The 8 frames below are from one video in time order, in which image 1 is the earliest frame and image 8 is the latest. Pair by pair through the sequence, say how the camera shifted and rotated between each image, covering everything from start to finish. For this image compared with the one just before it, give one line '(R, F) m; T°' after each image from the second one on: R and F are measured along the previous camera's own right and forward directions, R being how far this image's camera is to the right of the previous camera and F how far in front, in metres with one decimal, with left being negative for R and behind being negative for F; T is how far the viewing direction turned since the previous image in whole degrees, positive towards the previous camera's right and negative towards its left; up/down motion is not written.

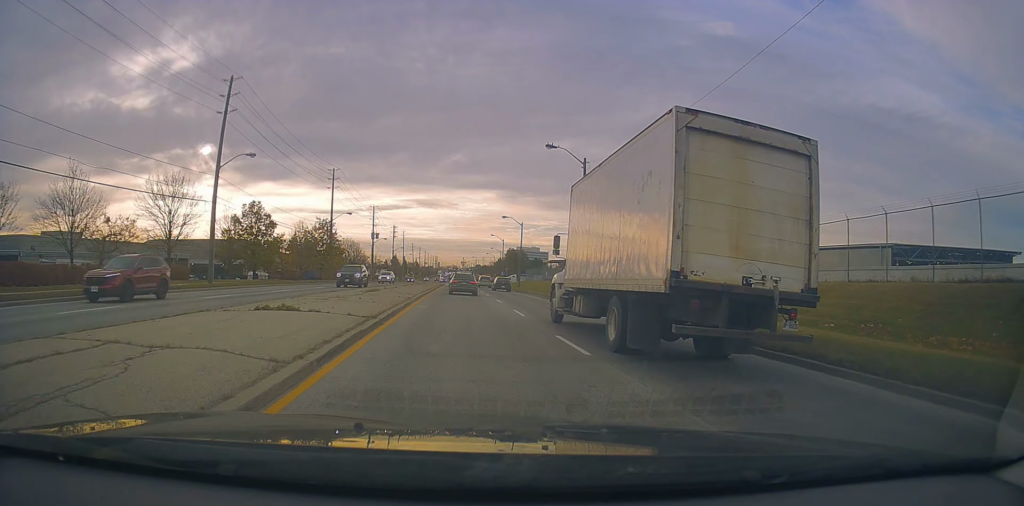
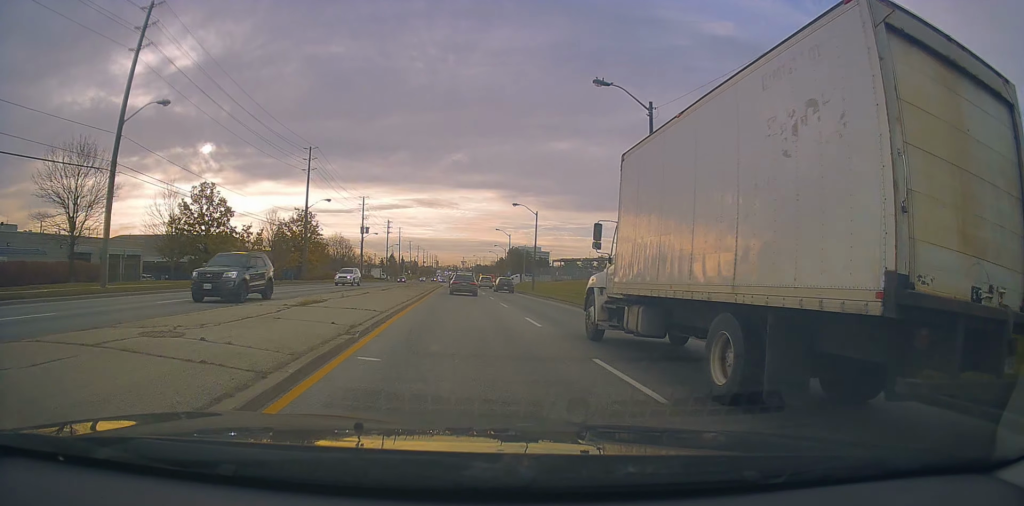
(-0.4, +13.0) m; -1°
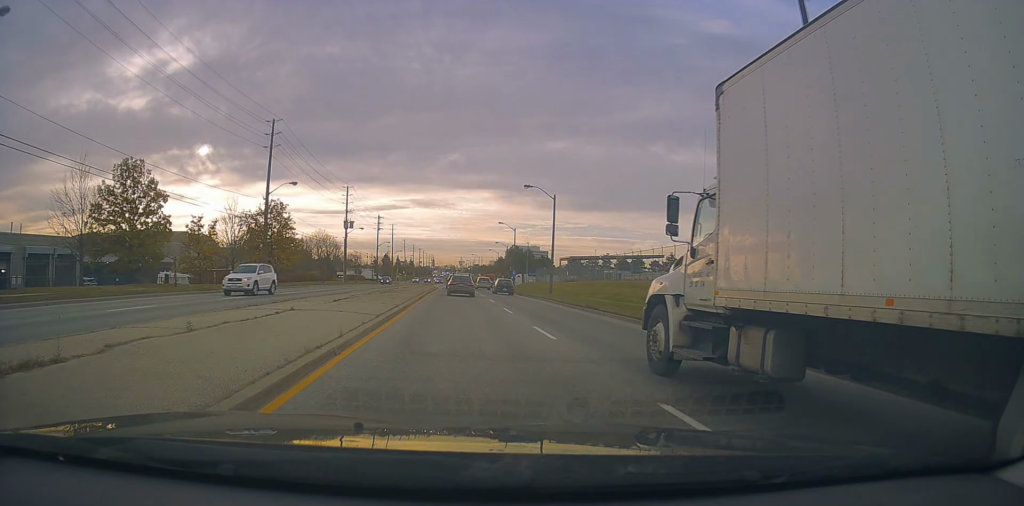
(0.0, +11.8) m; +1°
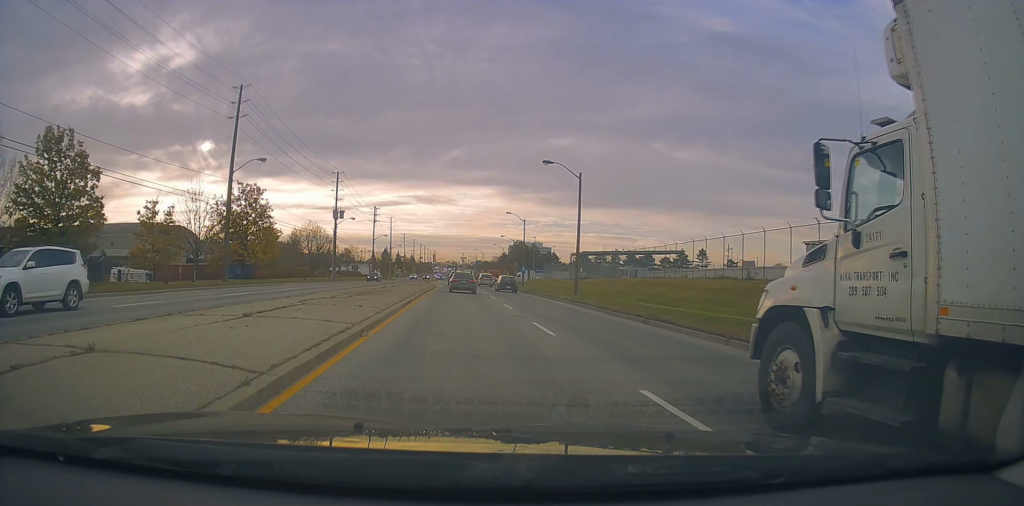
(-0.2, +8.8) m; +2°
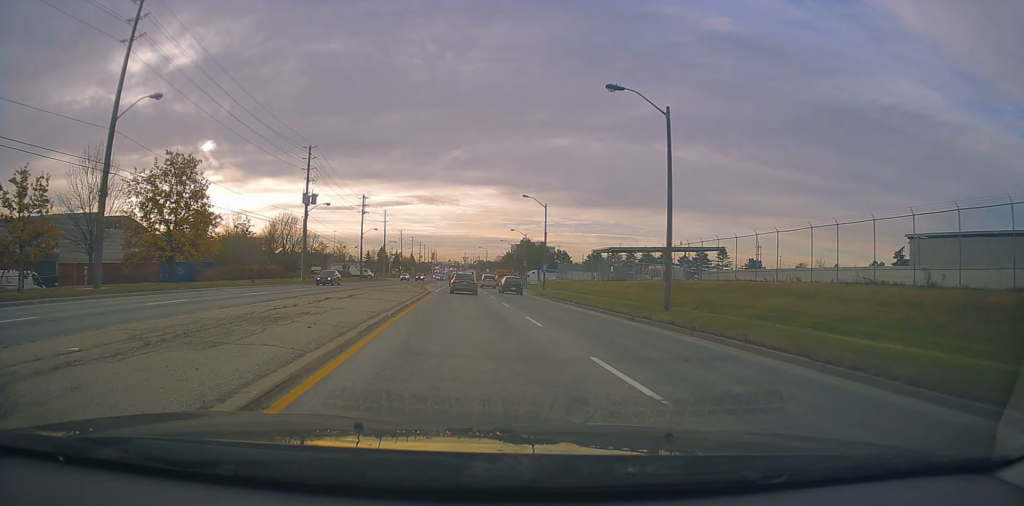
(+1.0, +16.5) m; 0°
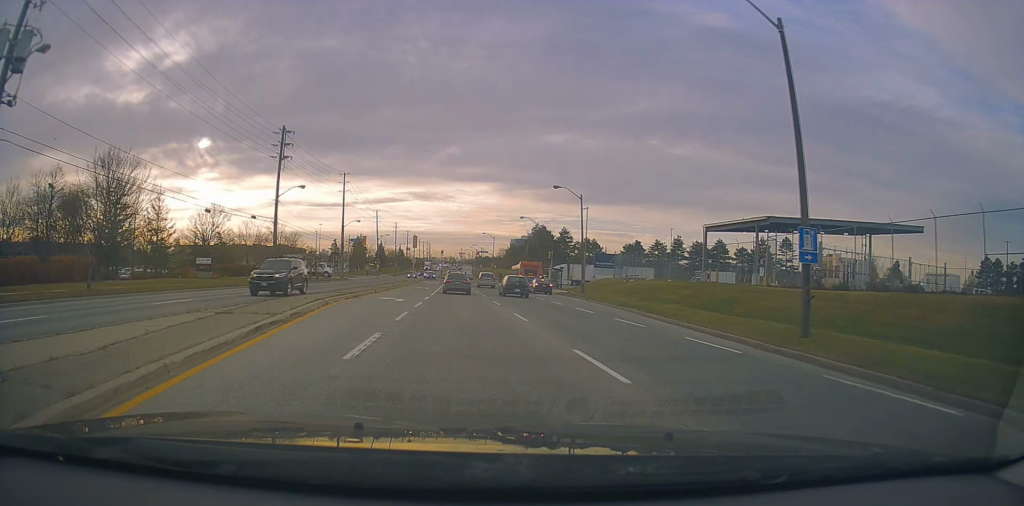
(-1.5, +44.8) m; -1°
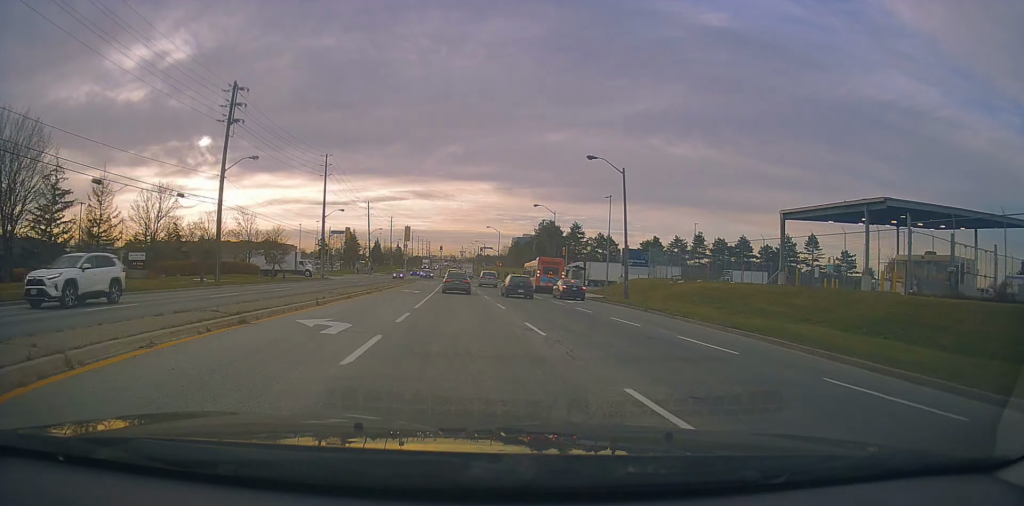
(0.0, +12.8) m; 0°
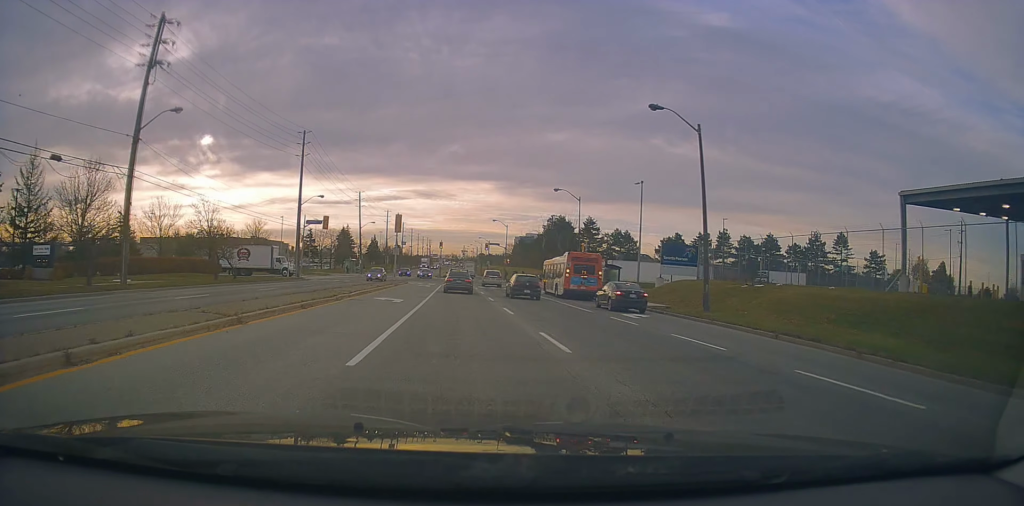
(-0.1, +12.4) m; 0°
